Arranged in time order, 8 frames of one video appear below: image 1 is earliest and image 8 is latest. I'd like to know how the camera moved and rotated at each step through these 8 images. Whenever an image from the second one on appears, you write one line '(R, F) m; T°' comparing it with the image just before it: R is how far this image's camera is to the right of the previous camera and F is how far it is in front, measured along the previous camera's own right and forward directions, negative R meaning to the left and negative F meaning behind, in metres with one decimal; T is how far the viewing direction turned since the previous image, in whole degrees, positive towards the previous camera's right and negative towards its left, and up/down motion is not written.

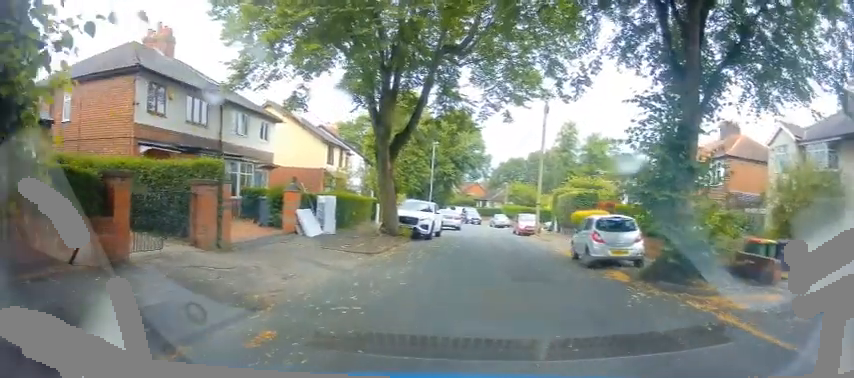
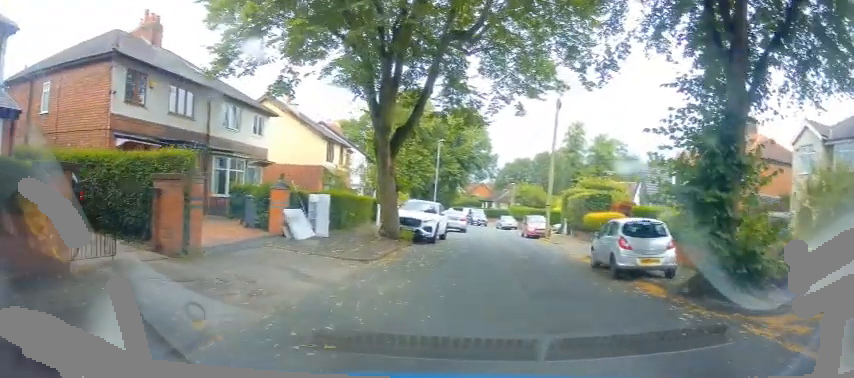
(-0.2, +1.7) m; -3°
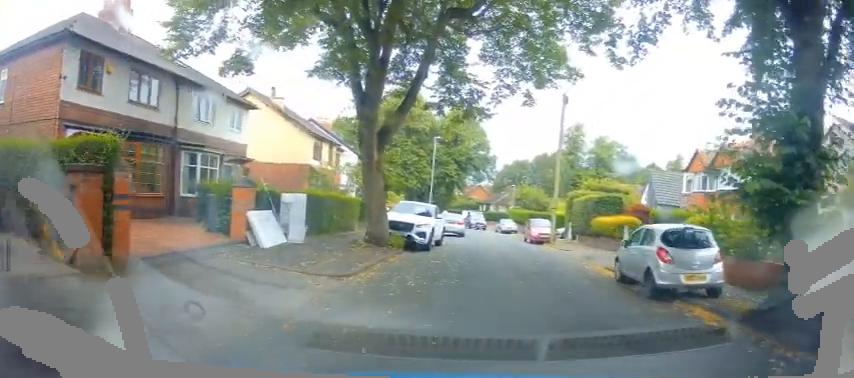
(-0.1, +2.1) m; -3°
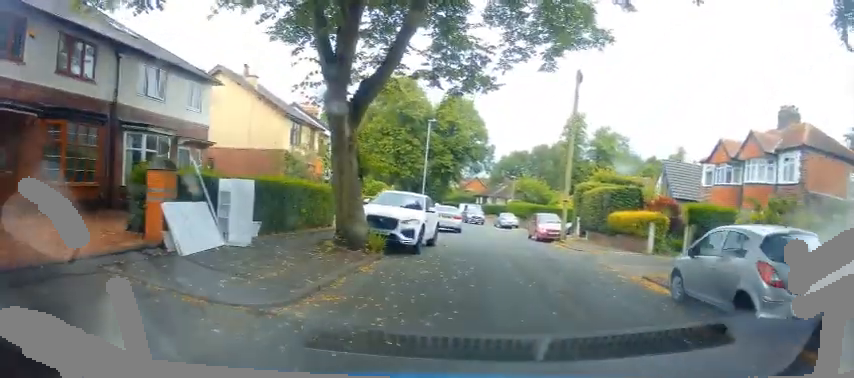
(0.0, +3.1) m; -2°
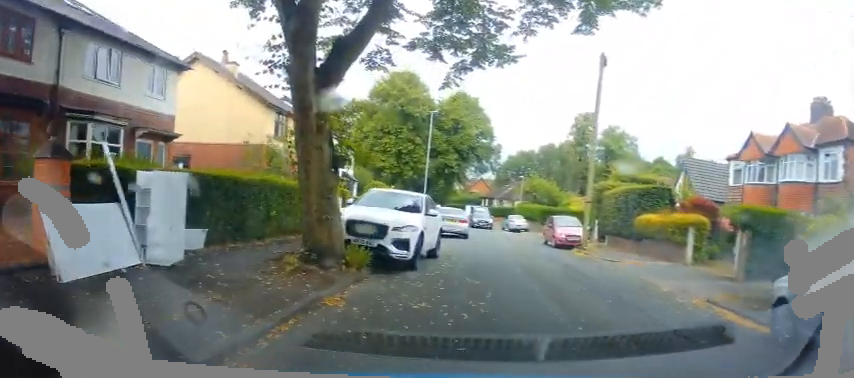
(-0.2, +2.7) m; 0°
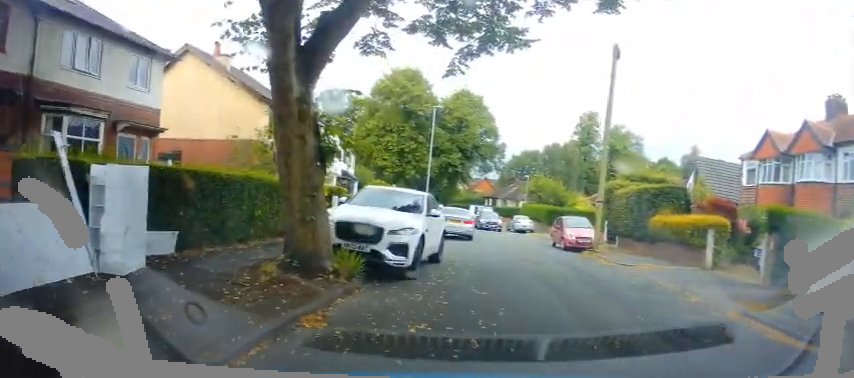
(+0.1, +0.6) m; 0°
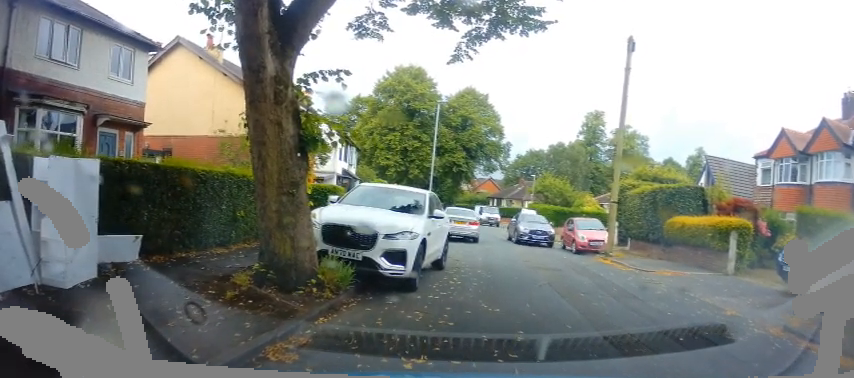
(+0.2, +0.6) m; 0°
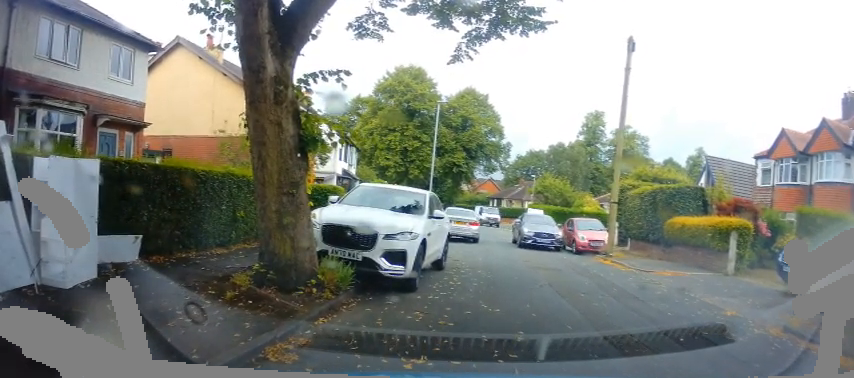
(0.0, 0.0) m; 0°
